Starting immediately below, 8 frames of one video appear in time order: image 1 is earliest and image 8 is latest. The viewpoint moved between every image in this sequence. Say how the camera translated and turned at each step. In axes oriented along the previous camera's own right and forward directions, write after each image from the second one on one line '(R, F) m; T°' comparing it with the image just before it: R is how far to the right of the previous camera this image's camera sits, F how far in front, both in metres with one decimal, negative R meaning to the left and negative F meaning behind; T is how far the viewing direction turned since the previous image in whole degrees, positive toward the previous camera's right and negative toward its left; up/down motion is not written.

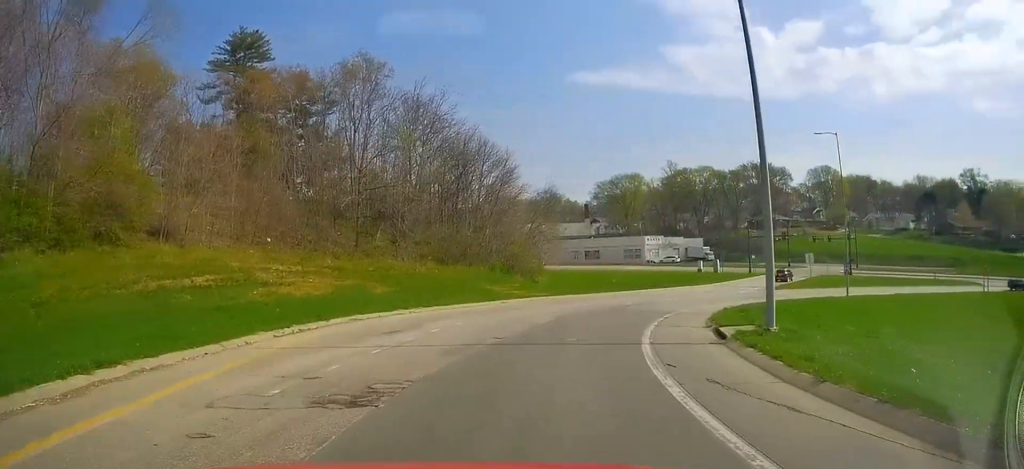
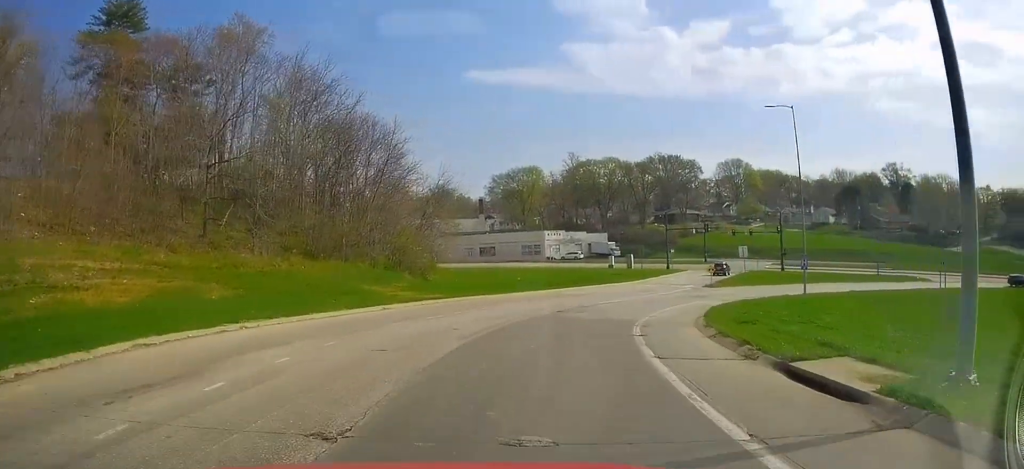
(+0.9, +9.7) m; +9°
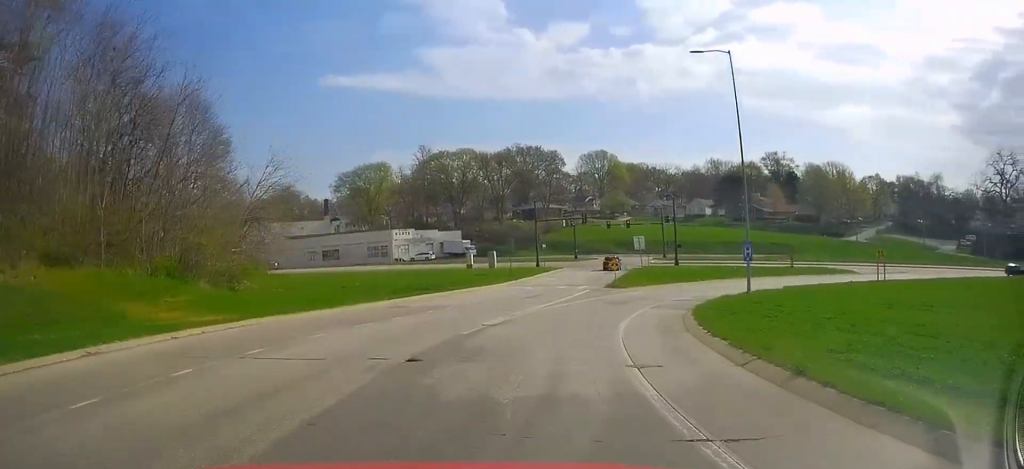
(+1.2, +14.1) m; +13°
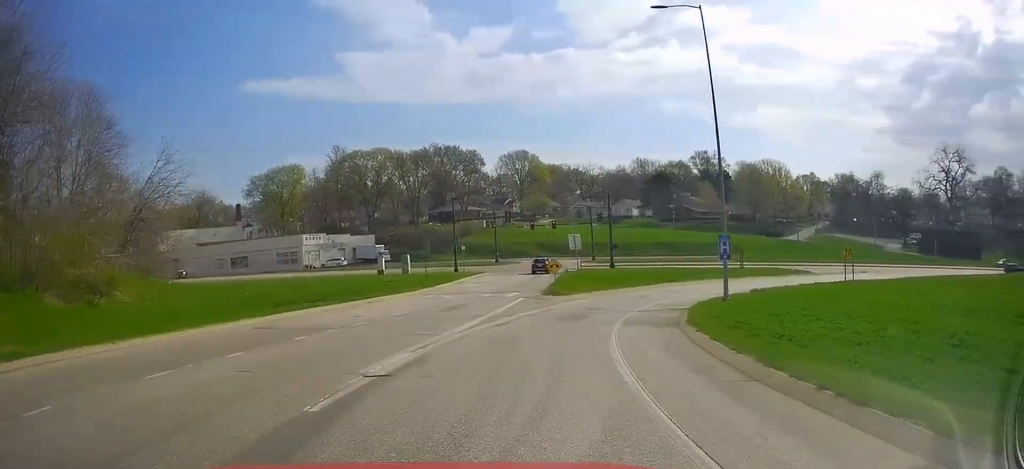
(+0.8, +8.1) m; +7°
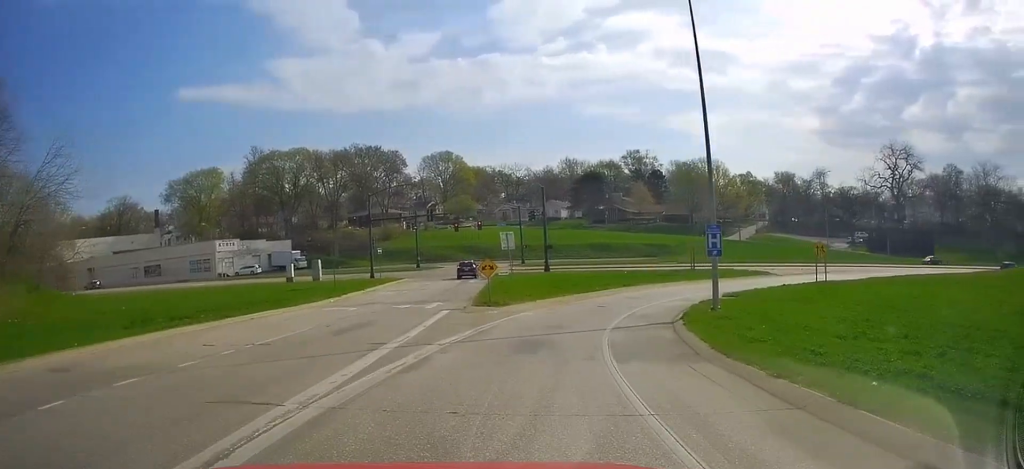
(+0.4, +7.7) m; +7°
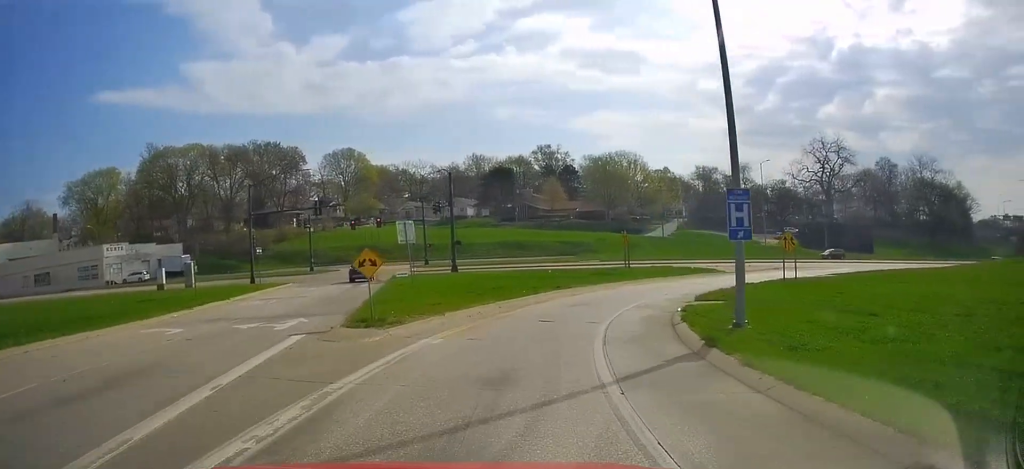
(+0.5, +9.7) m; +11°
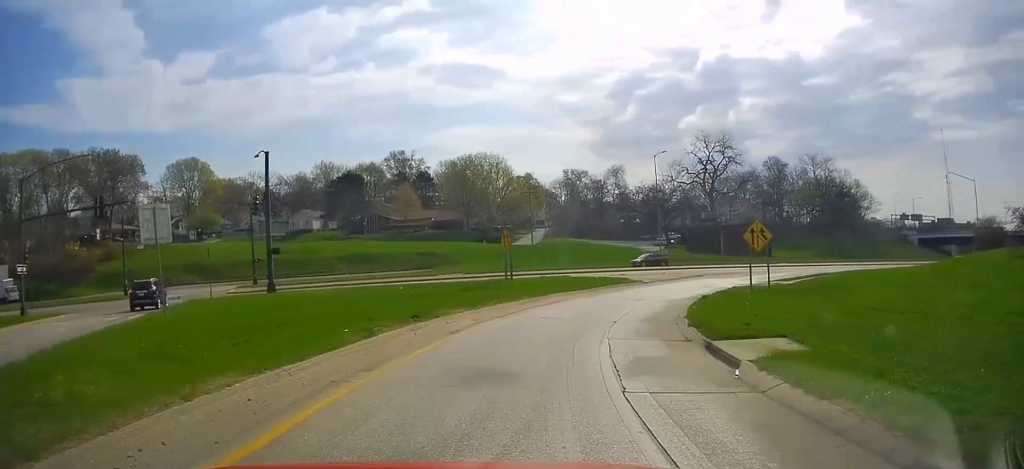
(+2.6, +14.7) m; +14°
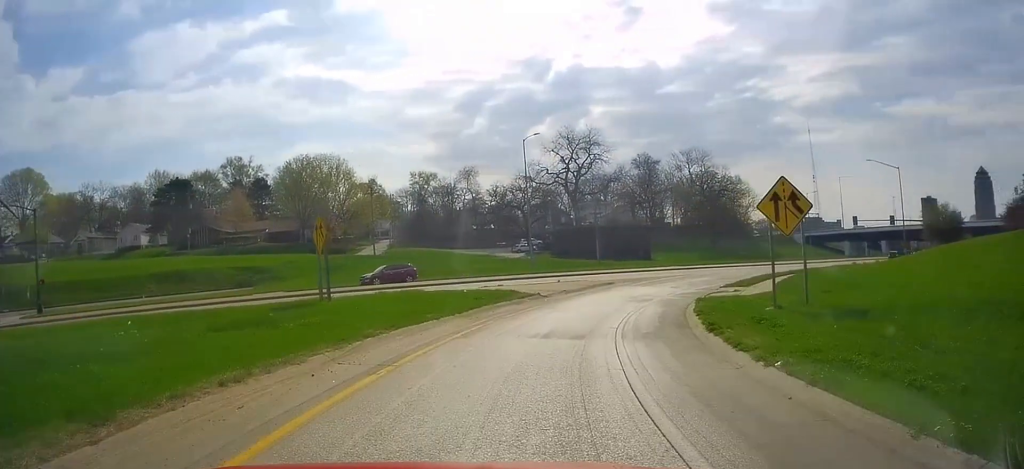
(+1.1, +15.3) m; +14°
